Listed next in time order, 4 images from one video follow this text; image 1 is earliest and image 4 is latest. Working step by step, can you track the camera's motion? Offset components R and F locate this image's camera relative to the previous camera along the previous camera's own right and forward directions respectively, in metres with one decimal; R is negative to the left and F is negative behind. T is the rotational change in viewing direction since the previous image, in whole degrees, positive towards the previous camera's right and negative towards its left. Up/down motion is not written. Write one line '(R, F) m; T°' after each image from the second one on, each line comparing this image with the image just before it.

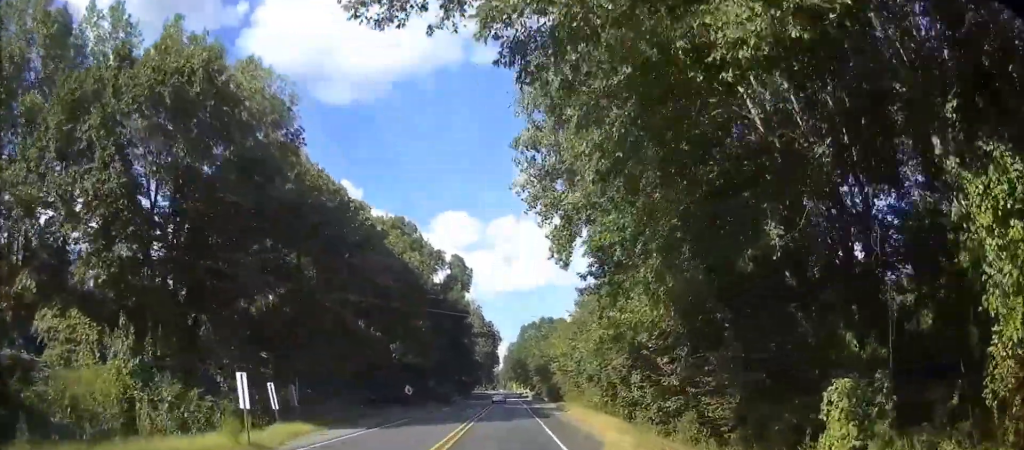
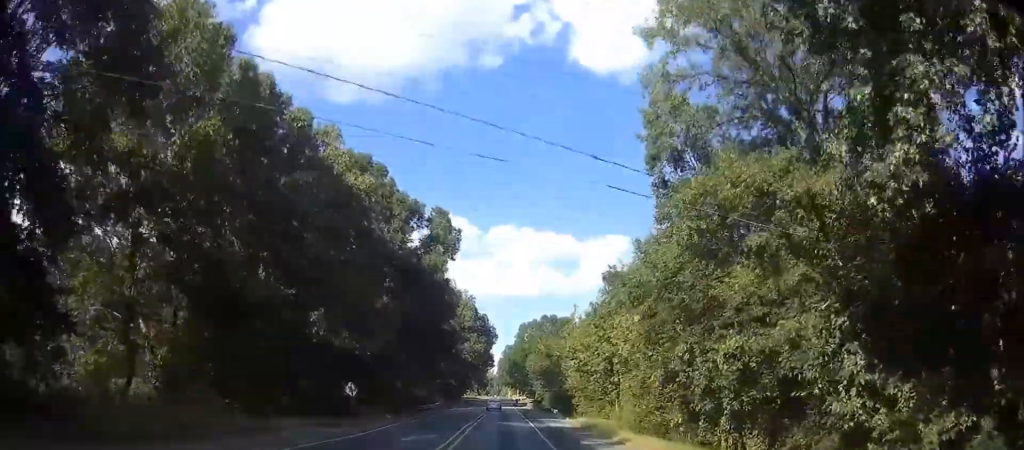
(0.0, +21.8) m; 0°
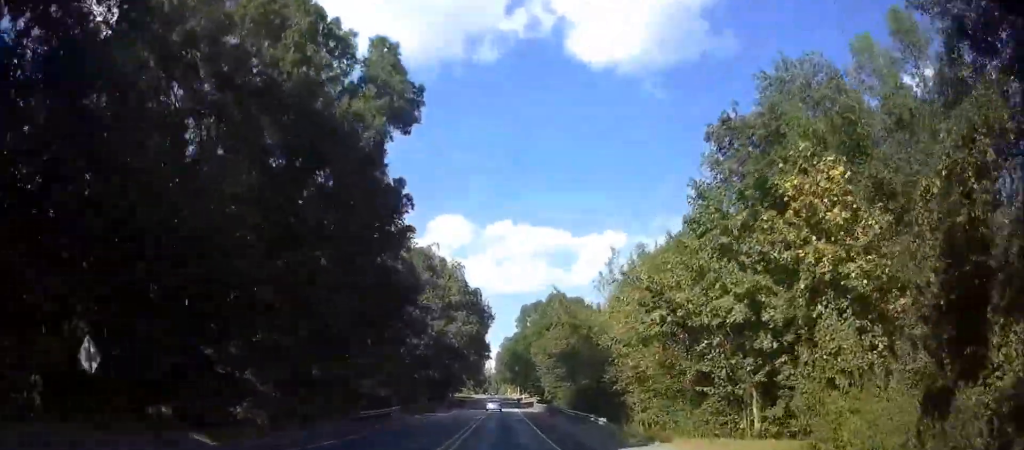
(0.0, +28.9) m; 0°
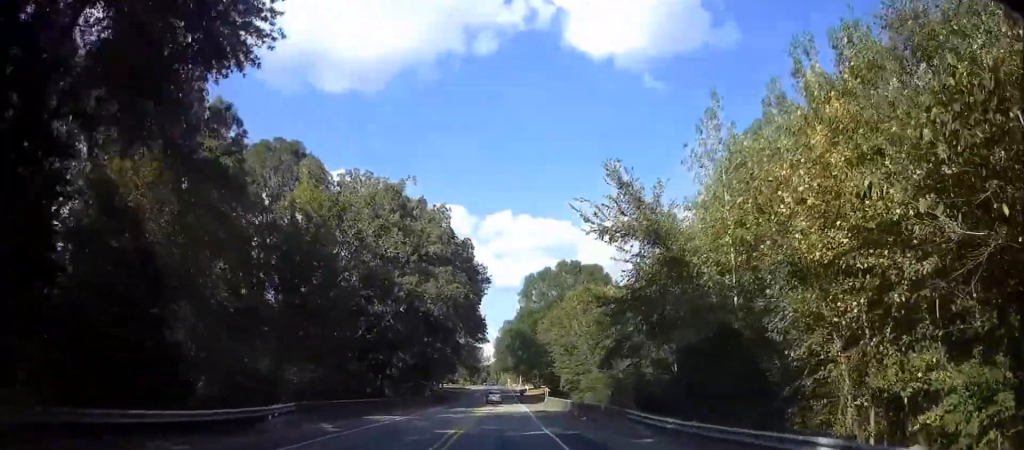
(+0.1, +26.0) m; 0°
